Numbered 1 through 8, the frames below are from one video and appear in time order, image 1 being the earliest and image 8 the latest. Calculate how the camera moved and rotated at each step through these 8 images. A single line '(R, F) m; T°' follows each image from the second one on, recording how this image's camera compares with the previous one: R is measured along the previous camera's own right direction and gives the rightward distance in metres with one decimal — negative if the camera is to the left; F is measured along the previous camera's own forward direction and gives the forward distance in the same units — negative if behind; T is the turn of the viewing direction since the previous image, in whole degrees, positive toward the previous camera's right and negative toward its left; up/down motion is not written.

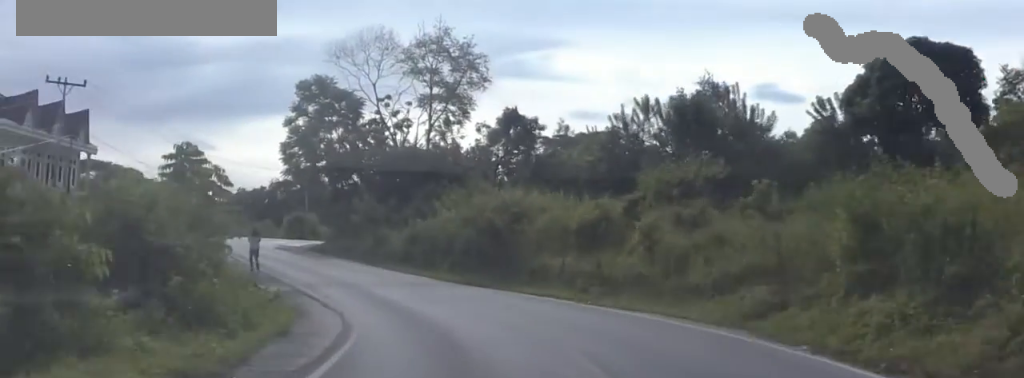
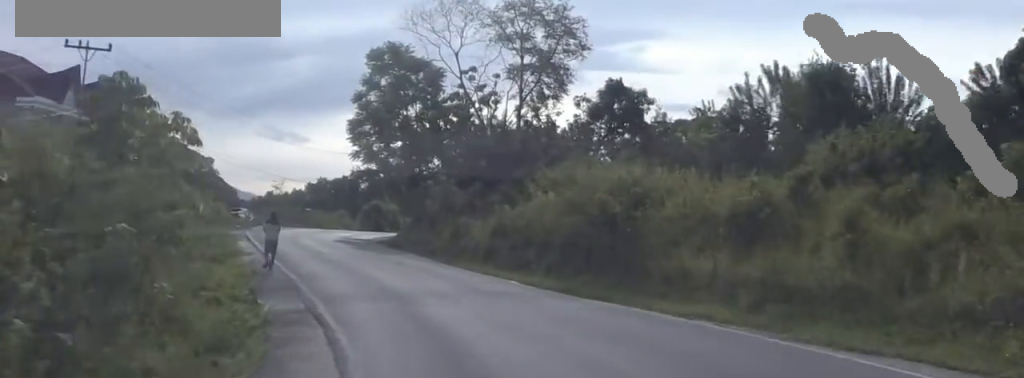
(+0.5, +9.0) m; -2°
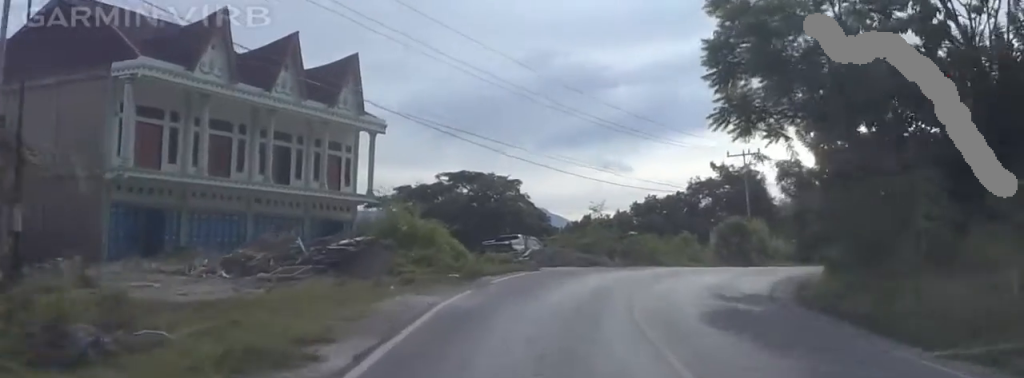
(-4.4, +30.5) m; -12°
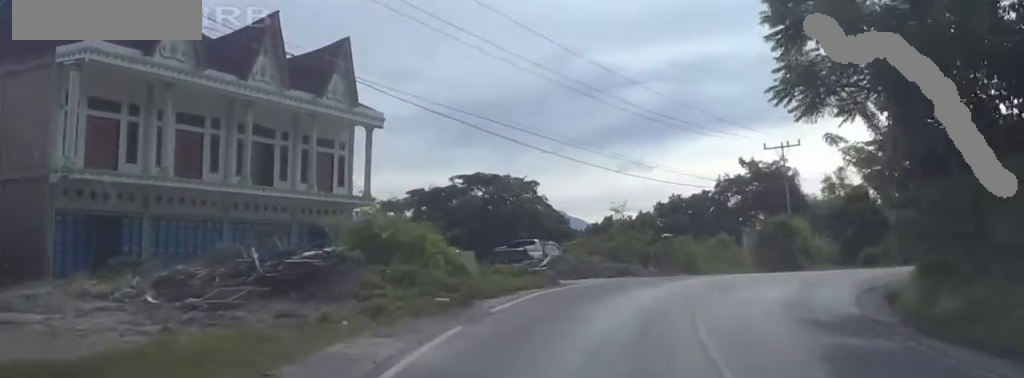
(-0.1, +6.0) m; +3°
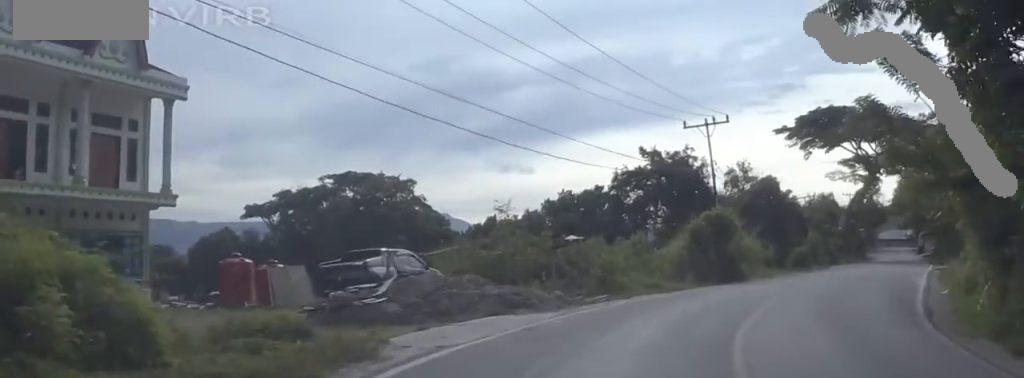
(+0.6, +12.4) m; +8°
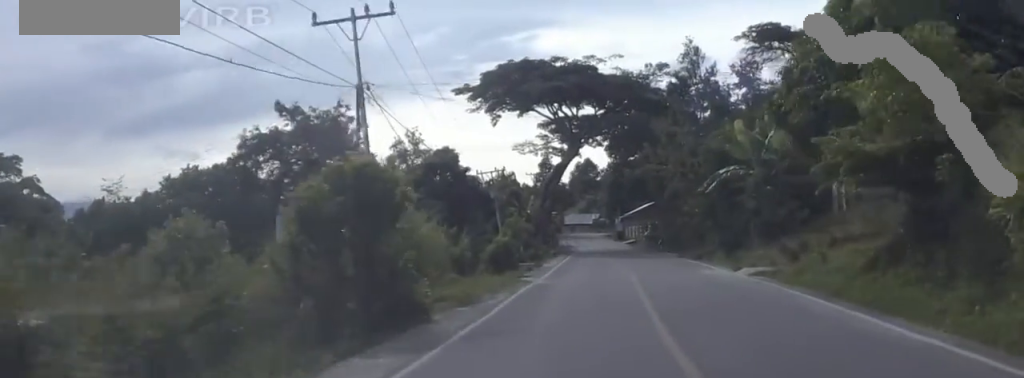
(+3.2, +22.3) m; +15°
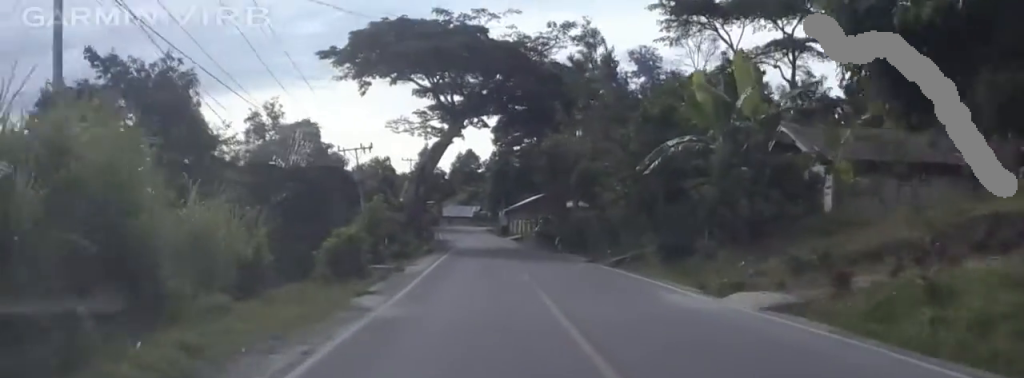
(+0.9, +12.8) m; +4°
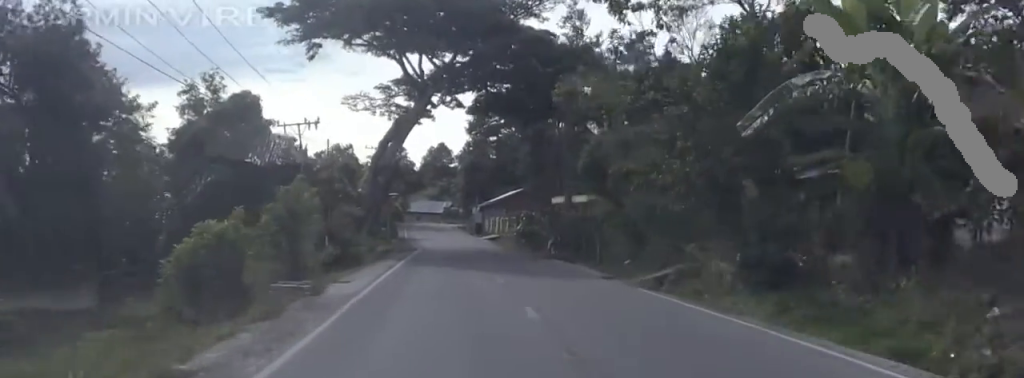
(0.0, +11.6) m; 0°
